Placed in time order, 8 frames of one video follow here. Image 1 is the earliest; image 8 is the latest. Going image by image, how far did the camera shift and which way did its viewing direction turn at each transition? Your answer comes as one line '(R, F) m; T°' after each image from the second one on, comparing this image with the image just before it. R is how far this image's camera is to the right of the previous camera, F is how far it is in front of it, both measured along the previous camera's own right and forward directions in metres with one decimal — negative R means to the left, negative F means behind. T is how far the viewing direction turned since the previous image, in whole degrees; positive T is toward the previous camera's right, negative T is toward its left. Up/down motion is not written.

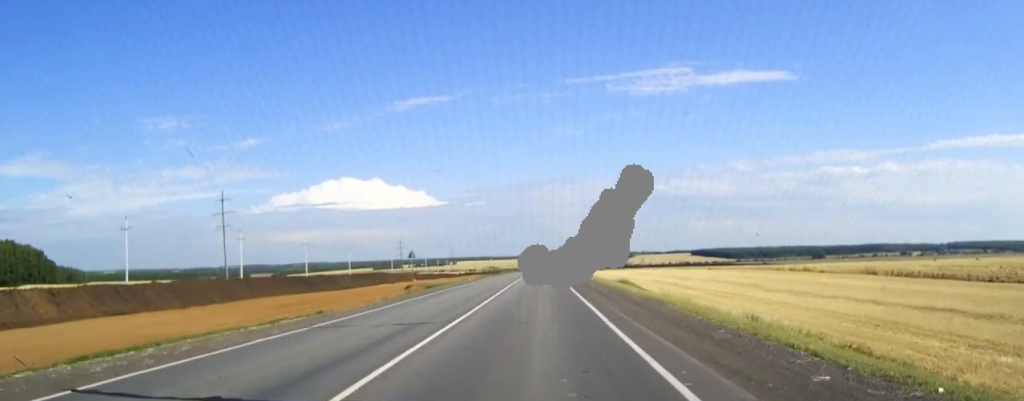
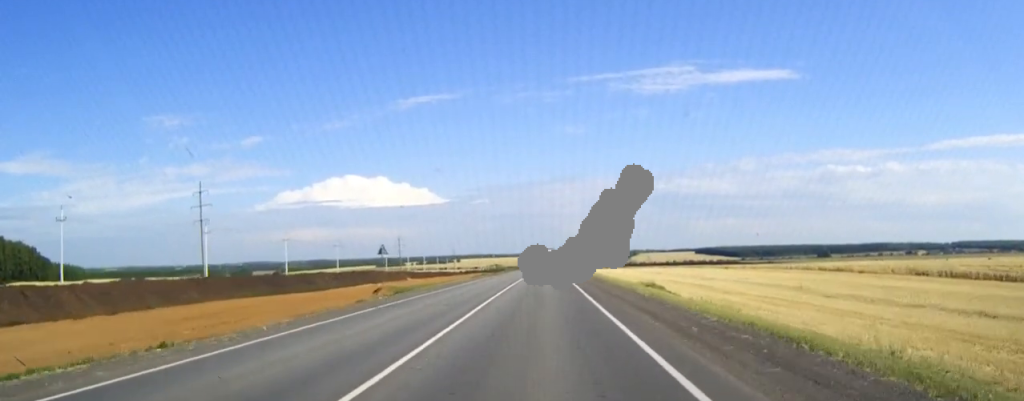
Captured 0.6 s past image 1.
(0.0, +14.1) m; 0°
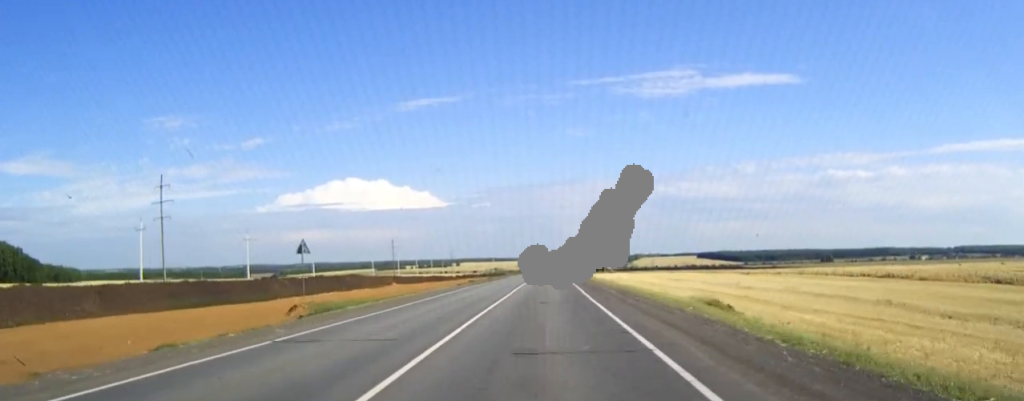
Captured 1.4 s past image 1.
(0.0, +18.6) m; 0°
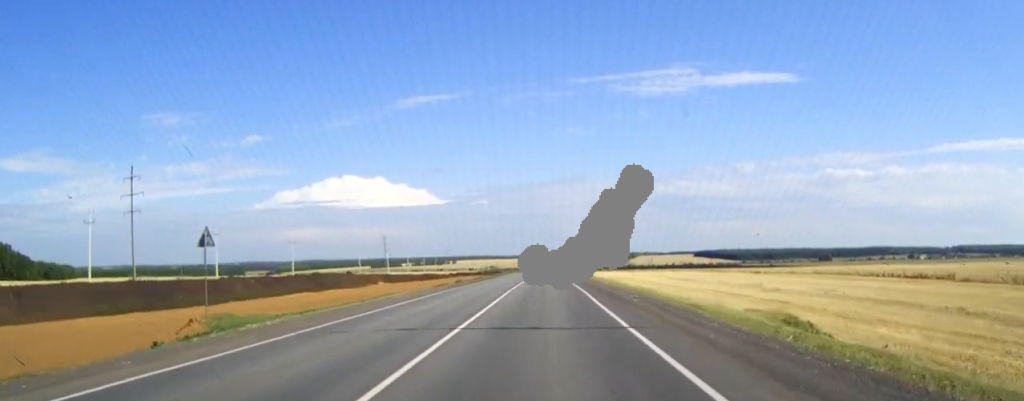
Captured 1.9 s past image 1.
(0.0, +10.8) m; 0°
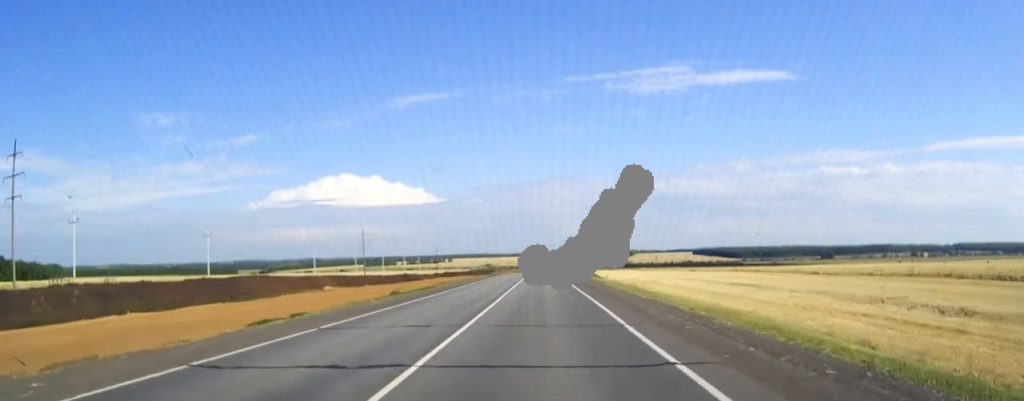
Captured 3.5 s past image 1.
(+0.1, +36.1) m; 0°
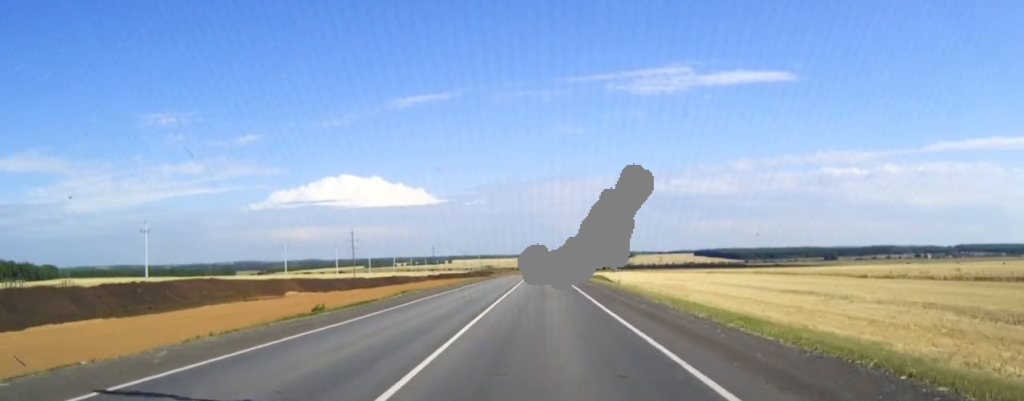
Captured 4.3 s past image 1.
(0.0, +18.5) m; 0°
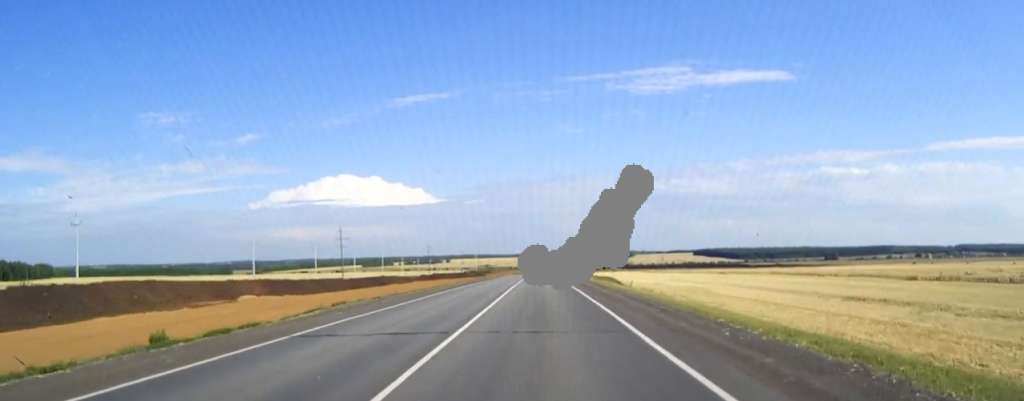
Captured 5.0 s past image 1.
(0.0, +15.4) m; 0°
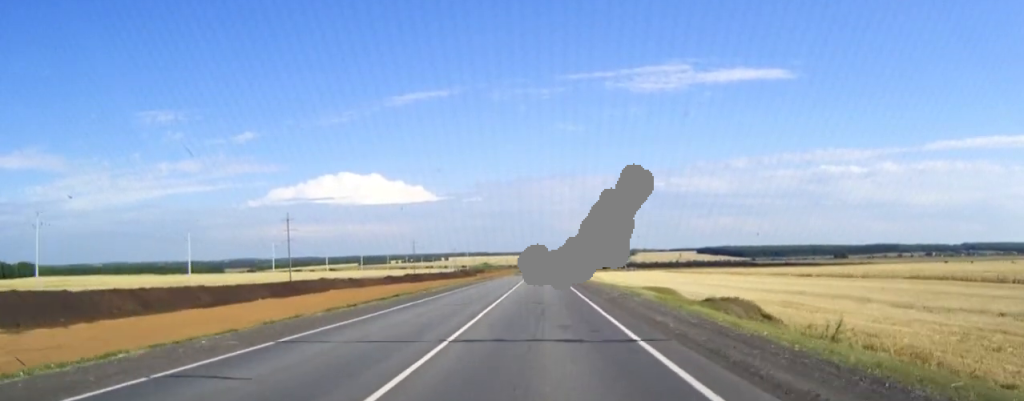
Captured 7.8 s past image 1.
(+0.1, +60.2) m; 0°
